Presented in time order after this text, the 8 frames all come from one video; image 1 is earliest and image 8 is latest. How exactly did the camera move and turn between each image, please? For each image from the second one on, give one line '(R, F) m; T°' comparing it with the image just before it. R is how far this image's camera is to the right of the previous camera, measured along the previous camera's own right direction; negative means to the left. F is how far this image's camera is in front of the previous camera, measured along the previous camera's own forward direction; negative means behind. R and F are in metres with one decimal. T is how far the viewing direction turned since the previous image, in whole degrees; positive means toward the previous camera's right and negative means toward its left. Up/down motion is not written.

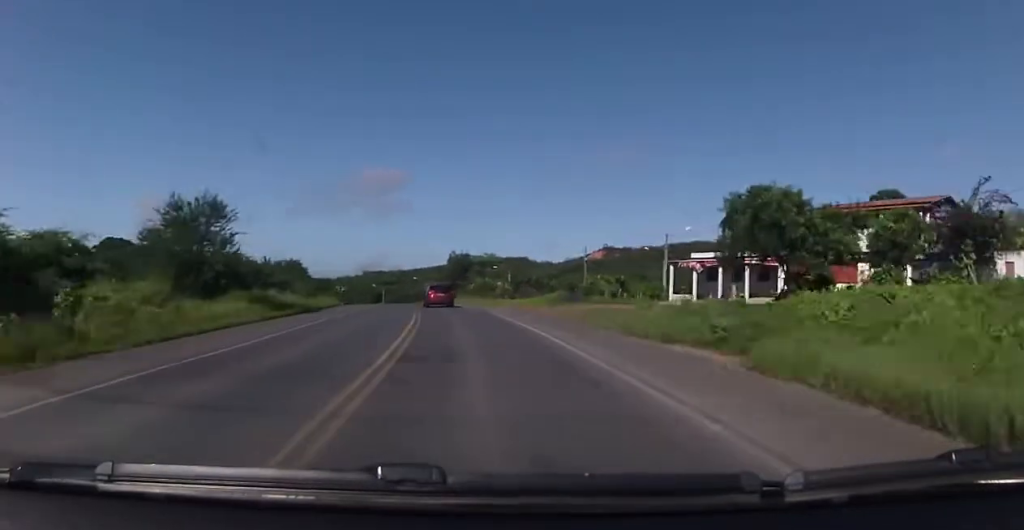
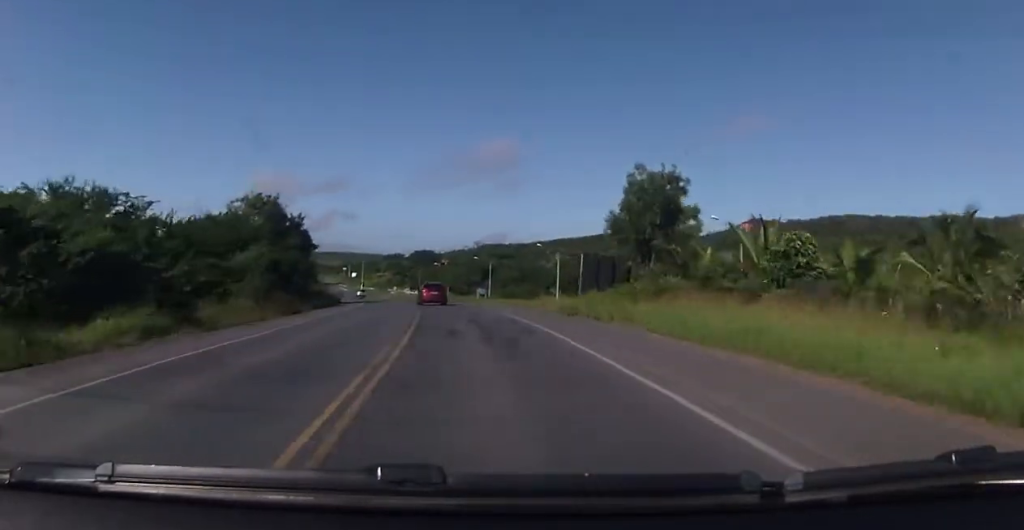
(-6.2, +64.2) m; -10°
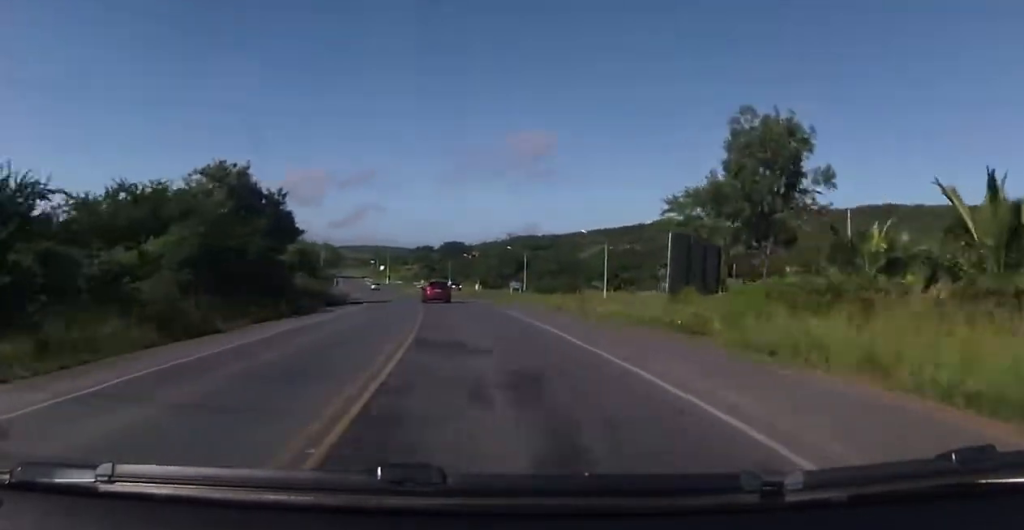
(-0.3, +13.1) m; -1°
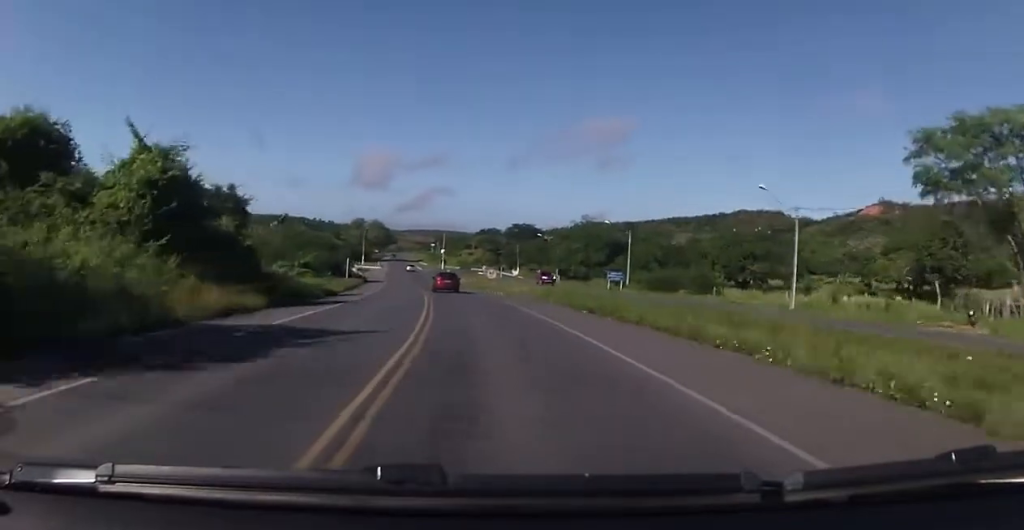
(-1.0, +35.0) m; -6°
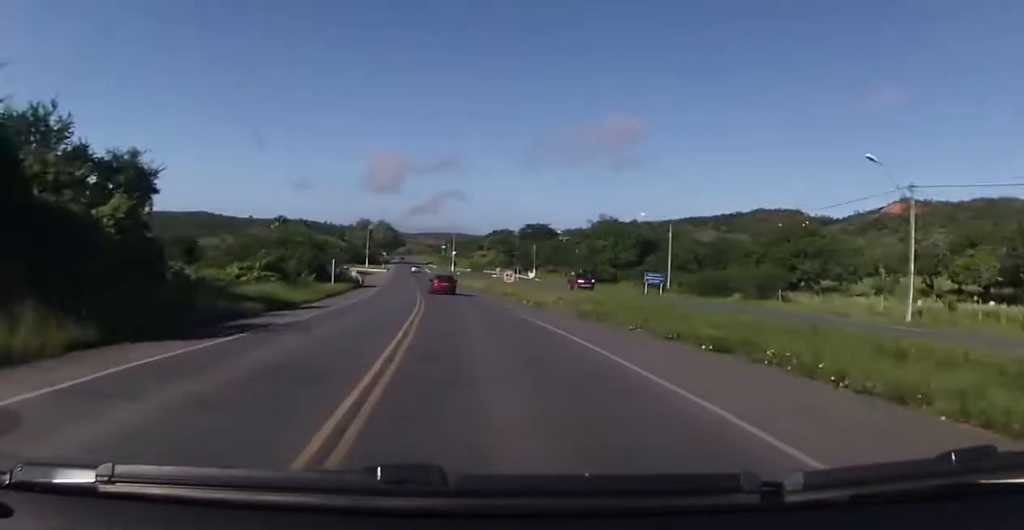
(-0.4, +12.2) m; -2°
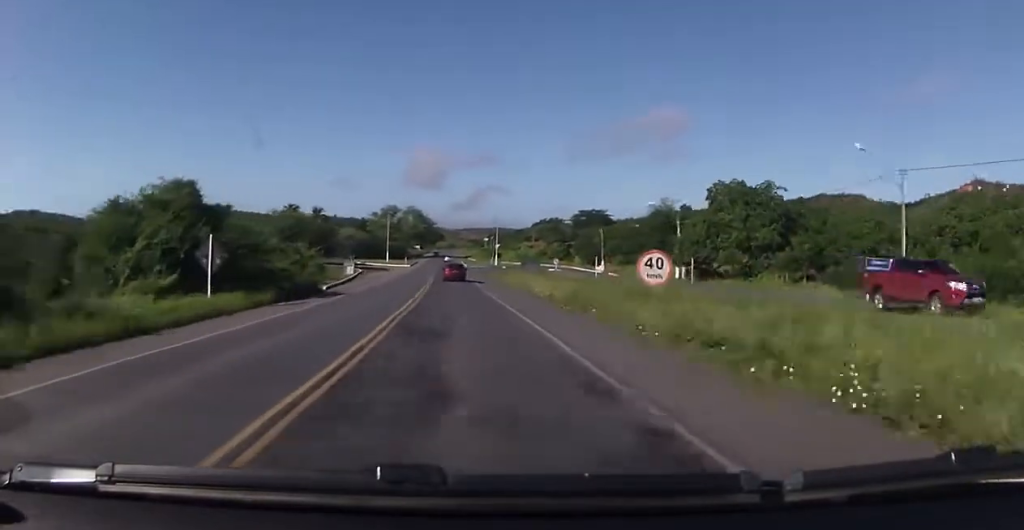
(-1.5, +33.1) m; -4°
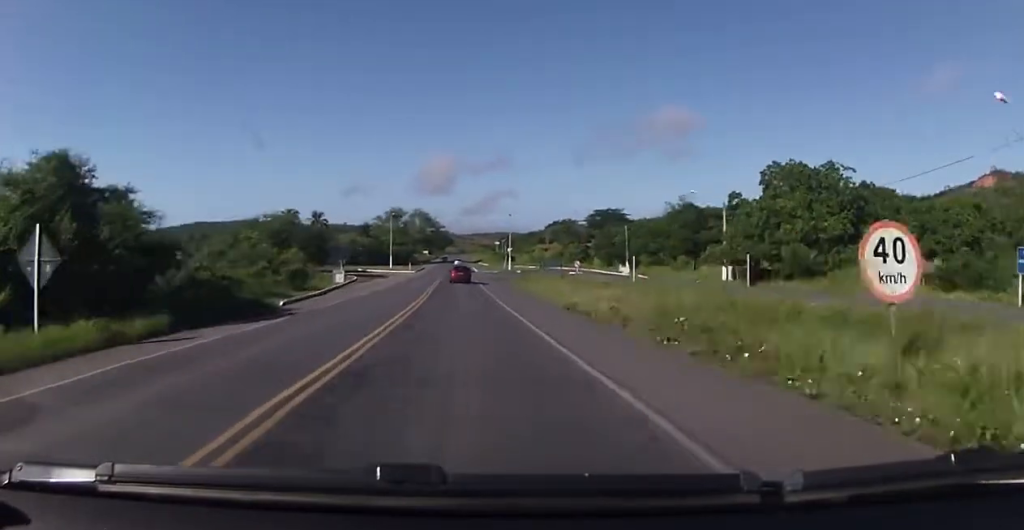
(+0.3, +10.5) m; -1°
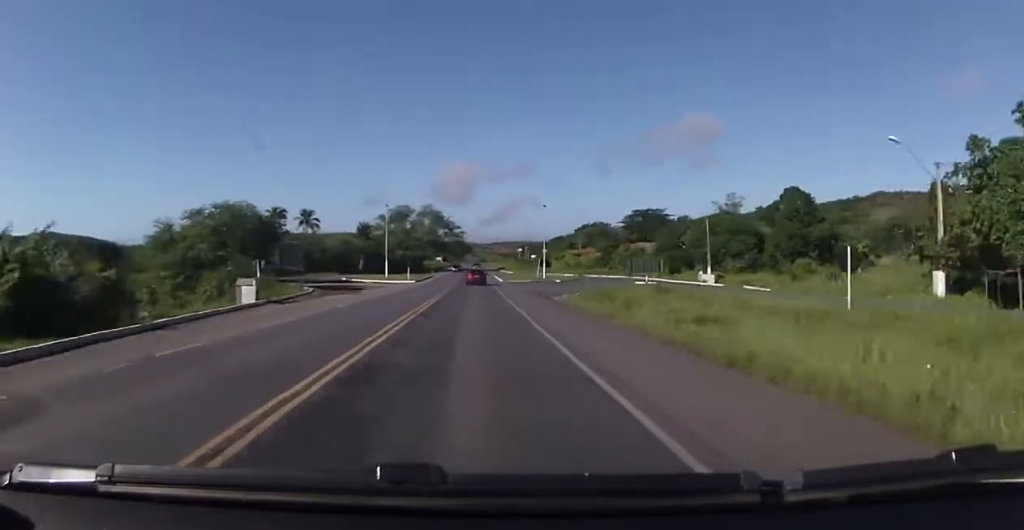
(-1.1, +27.6) m; -4°
